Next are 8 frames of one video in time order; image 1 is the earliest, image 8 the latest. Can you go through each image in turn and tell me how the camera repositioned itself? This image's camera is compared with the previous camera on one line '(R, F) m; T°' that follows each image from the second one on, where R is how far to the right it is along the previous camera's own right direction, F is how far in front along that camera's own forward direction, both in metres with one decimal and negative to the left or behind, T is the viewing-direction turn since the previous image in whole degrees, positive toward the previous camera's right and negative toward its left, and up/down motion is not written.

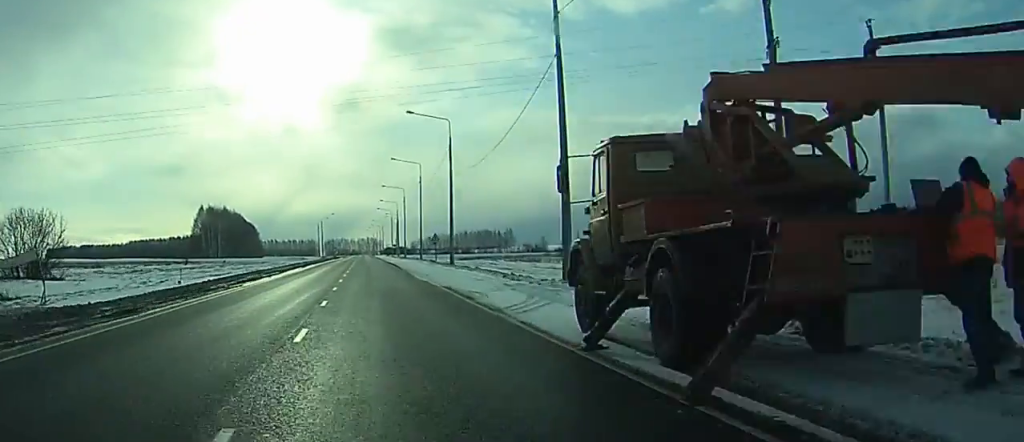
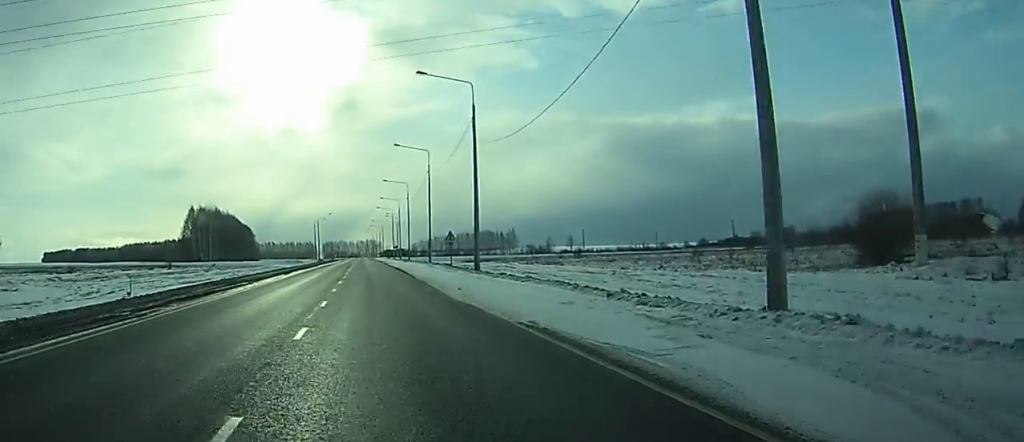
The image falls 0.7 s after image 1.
(0.0, +15.8) m; 0°
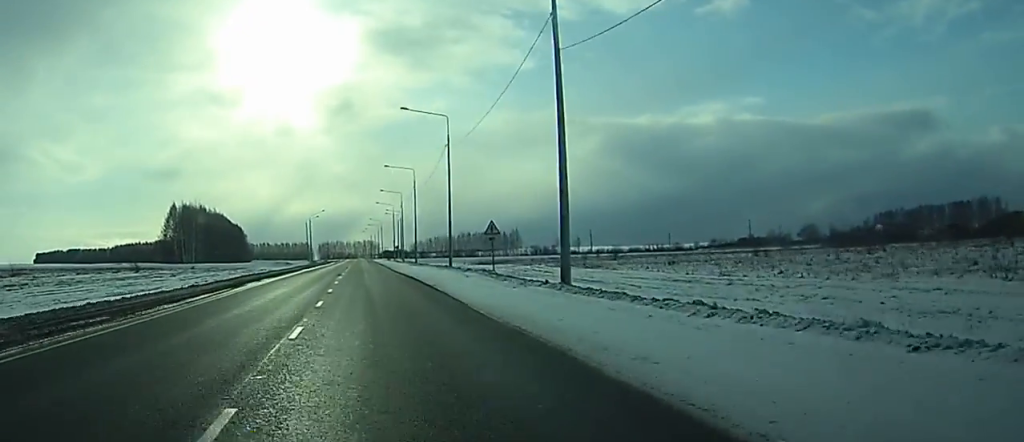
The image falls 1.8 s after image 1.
(-0.1, +23.9) m; 0°
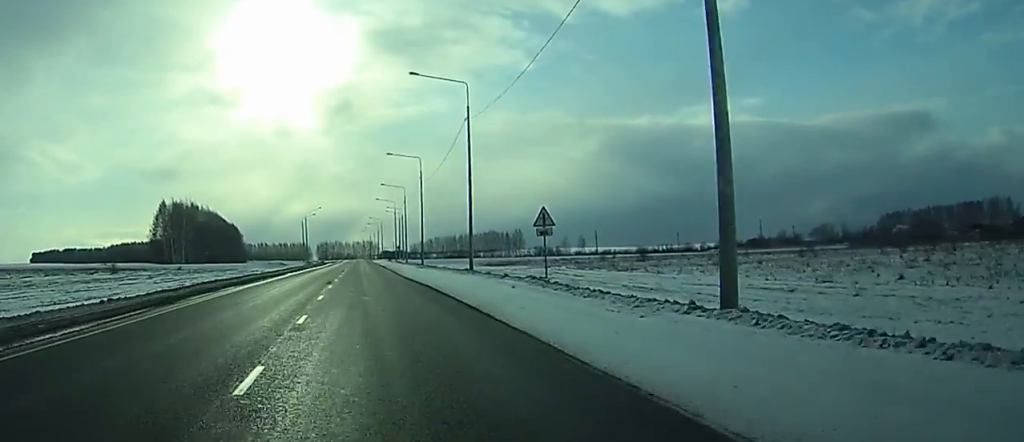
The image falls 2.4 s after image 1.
(0.0, +13.4) m; 0°
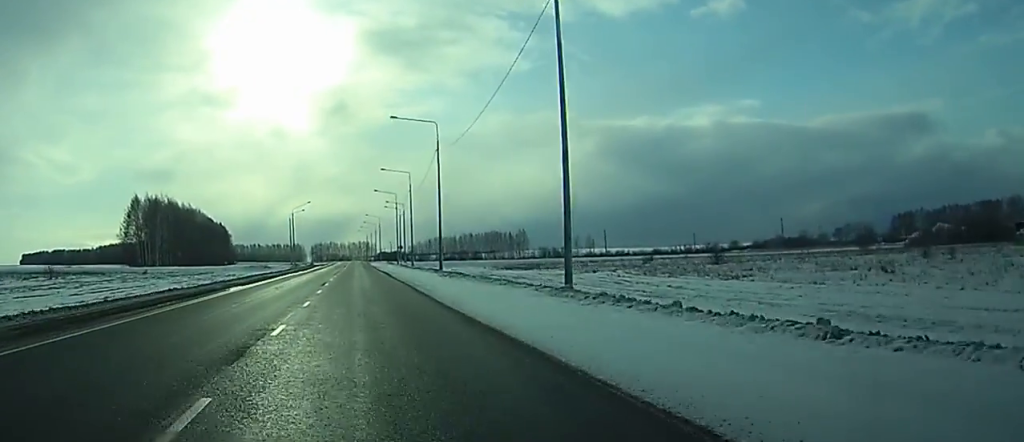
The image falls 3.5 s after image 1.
(0.0, +26.1) m; 0°
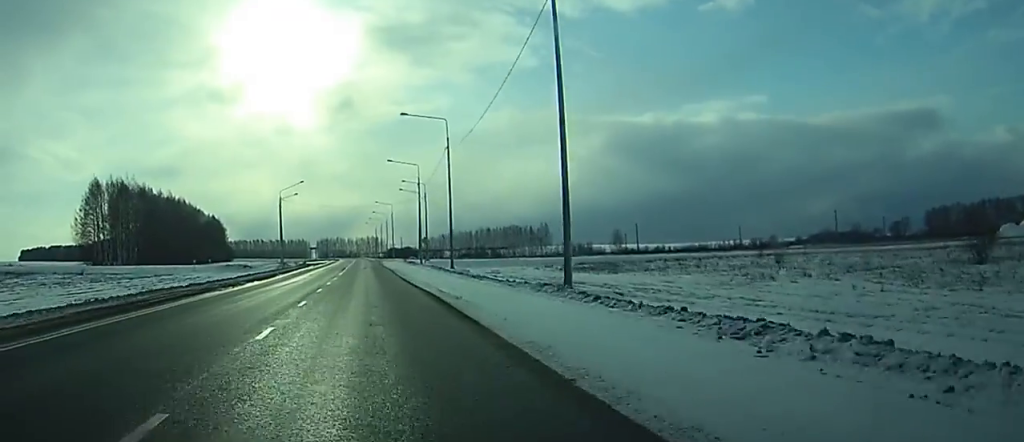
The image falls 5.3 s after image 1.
(+0.1, +40.6) m; 0°
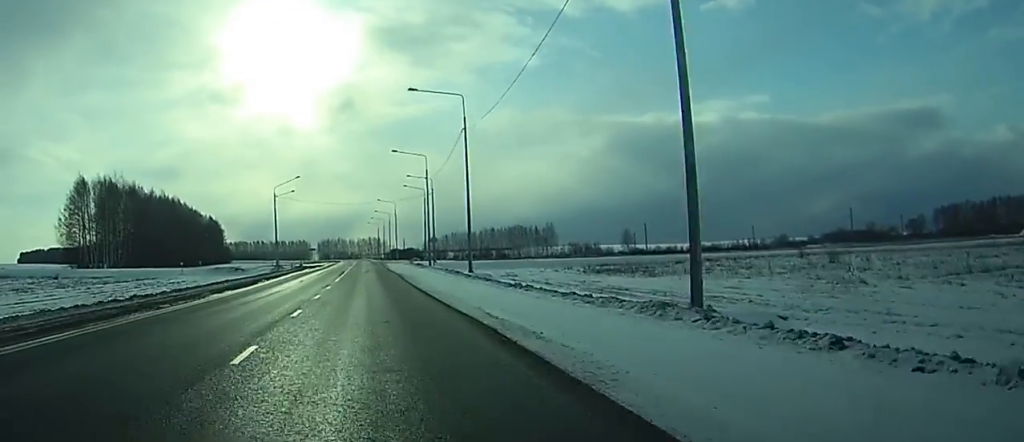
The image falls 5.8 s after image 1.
(0.0, +10.7) m; 0°
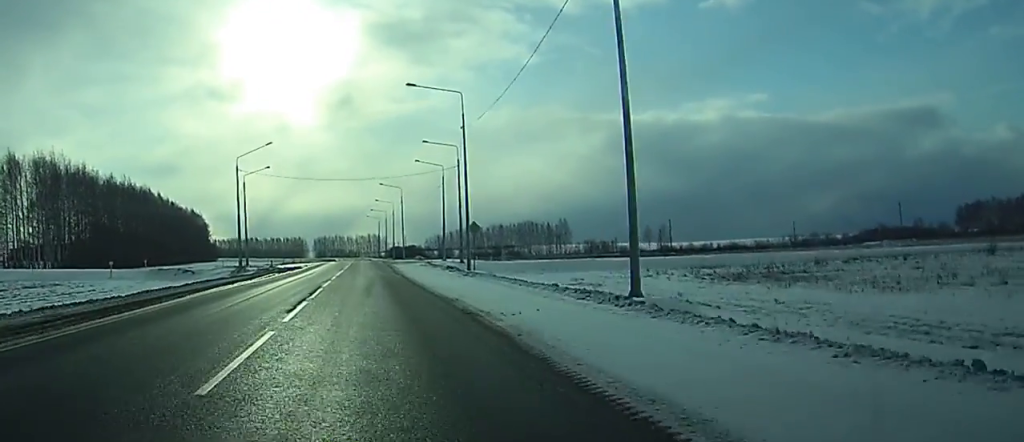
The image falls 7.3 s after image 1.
(0.0, +35.1) m; 0°
